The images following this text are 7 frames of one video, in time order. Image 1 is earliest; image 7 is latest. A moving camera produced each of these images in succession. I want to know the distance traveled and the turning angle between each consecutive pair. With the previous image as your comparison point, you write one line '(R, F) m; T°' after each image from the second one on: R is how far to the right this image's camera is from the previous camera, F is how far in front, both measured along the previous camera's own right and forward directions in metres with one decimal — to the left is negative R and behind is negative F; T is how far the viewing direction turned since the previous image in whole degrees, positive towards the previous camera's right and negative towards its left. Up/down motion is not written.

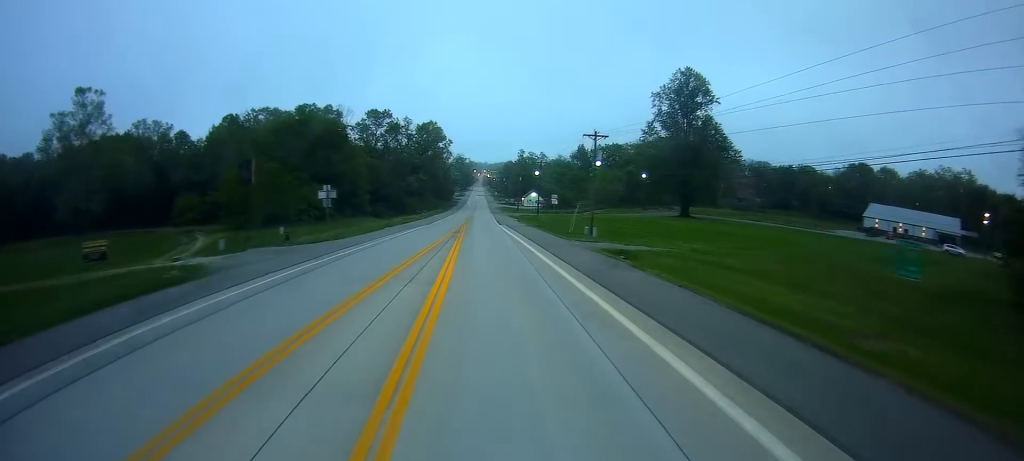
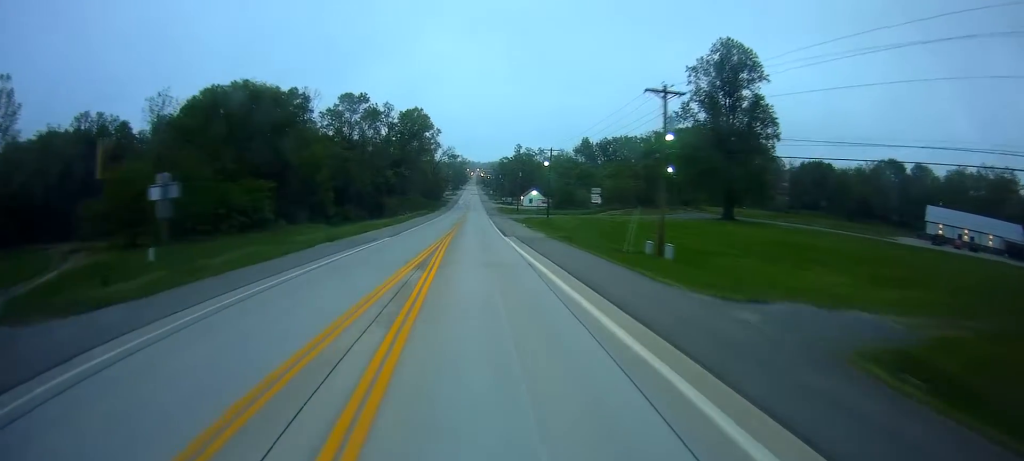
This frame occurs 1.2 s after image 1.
(+0.2, +22.0) m; +2°
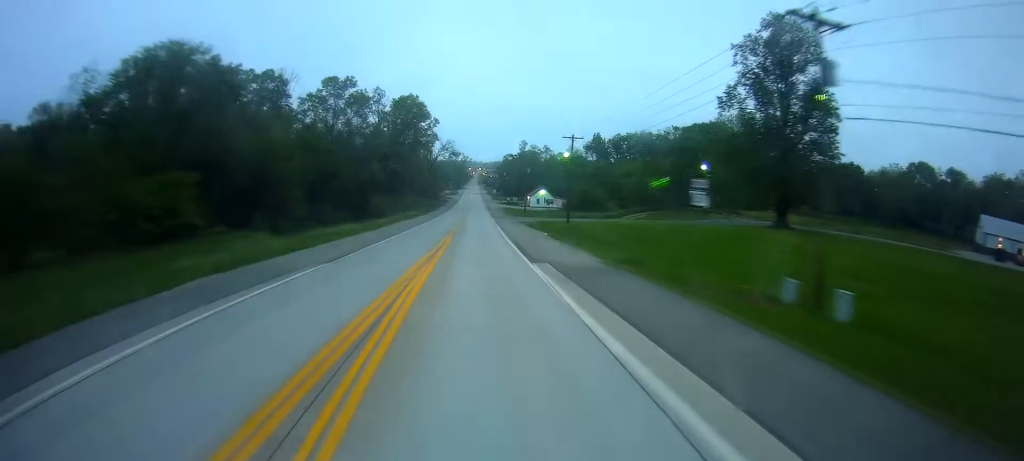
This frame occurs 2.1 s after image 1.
(+0.4, +15.8) m; 0°
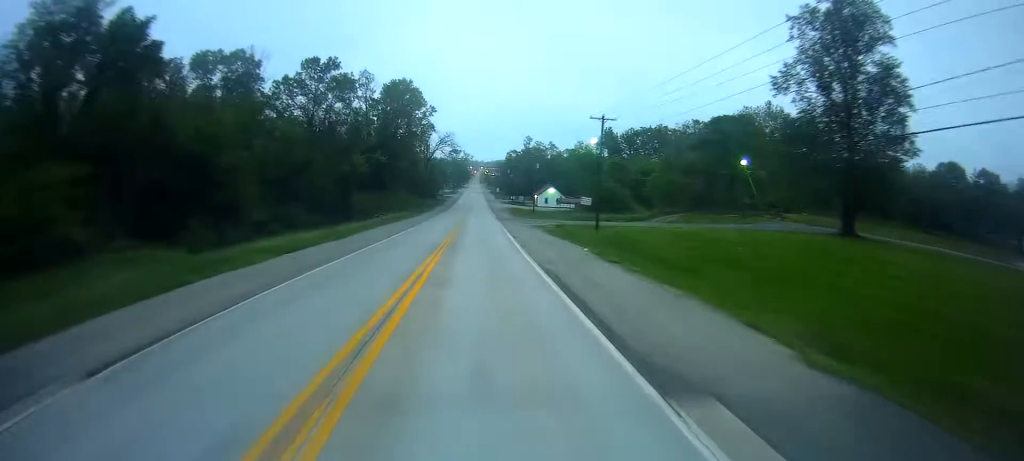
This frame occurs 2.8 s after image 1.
(-0.2, +14.6) m; -1°
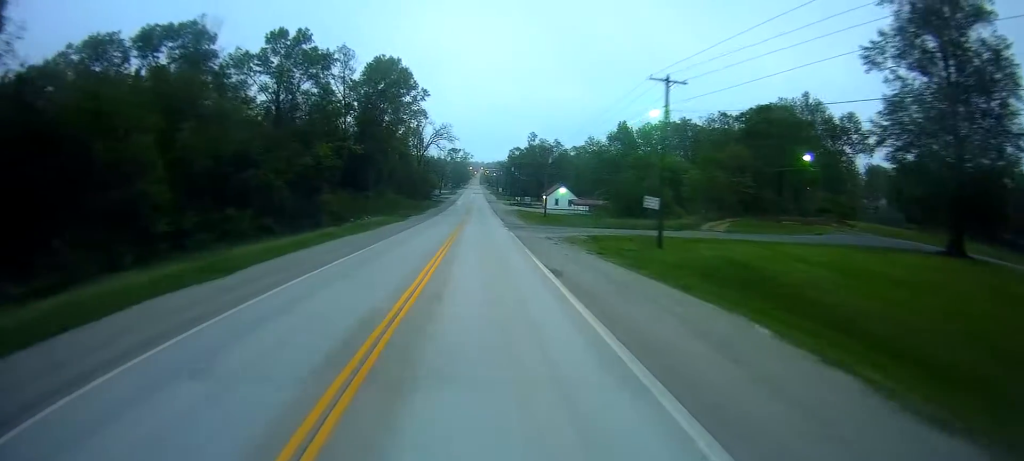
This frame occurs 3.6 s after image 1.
(-0.2, +17.0) m; -1°
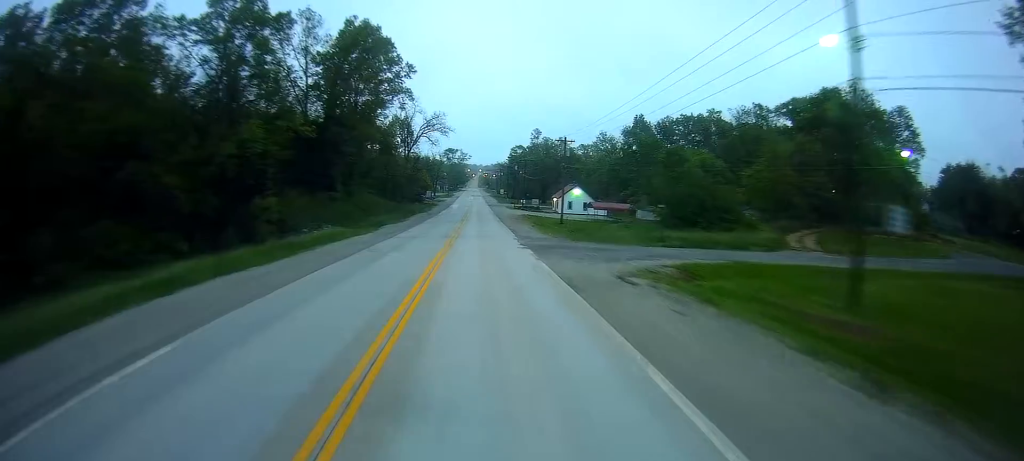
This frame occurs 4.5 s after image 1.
(-0.1, +18.1) m; 0°
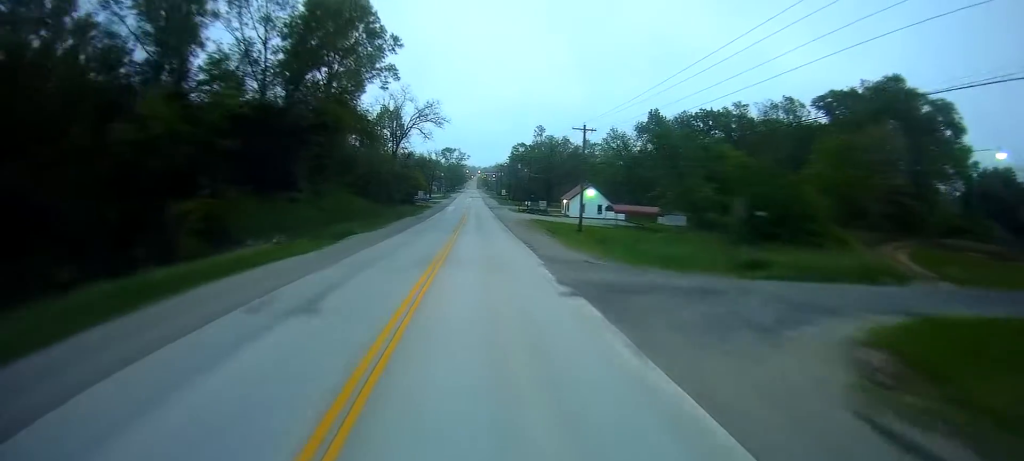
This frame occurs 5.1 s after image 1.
(-0.1, +12.8) m; 0°
